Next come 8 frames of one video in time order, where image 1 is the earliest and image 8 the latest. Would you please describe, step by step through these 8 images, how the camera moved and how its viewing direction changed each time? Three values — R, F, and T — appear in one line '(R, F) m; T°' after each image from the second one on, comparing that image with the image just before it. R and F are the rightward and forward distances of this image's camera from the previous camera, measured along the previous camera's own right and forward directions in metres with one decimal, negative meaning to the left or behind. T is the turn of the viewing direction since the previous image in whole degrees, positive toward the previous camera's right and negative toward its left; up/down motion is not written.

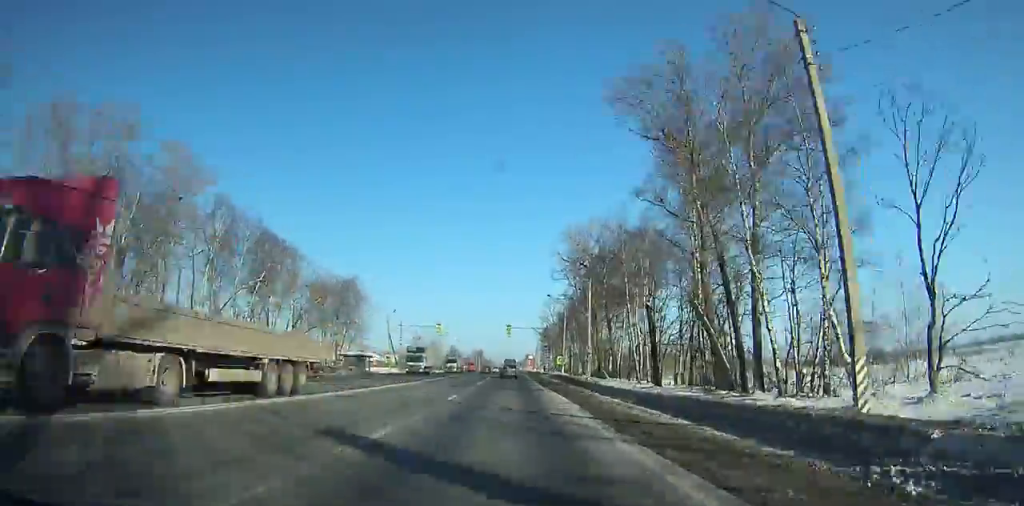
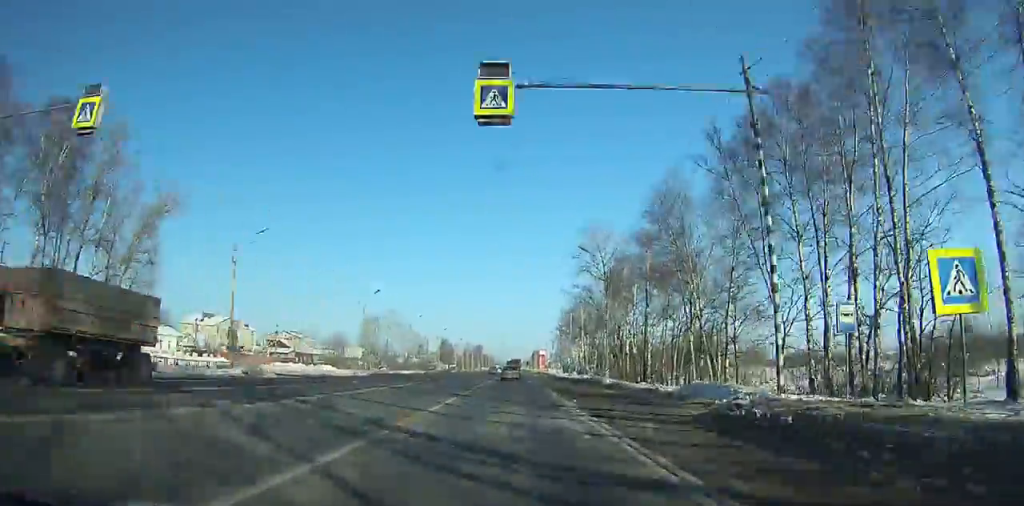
(-2.3, +98.0) m; -2°
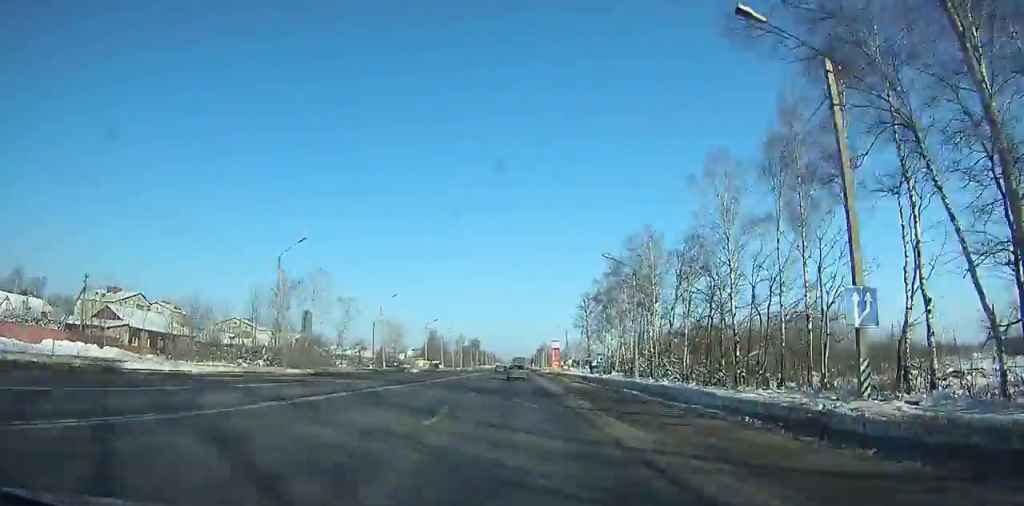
(+1.0, +68.7) m; +5°
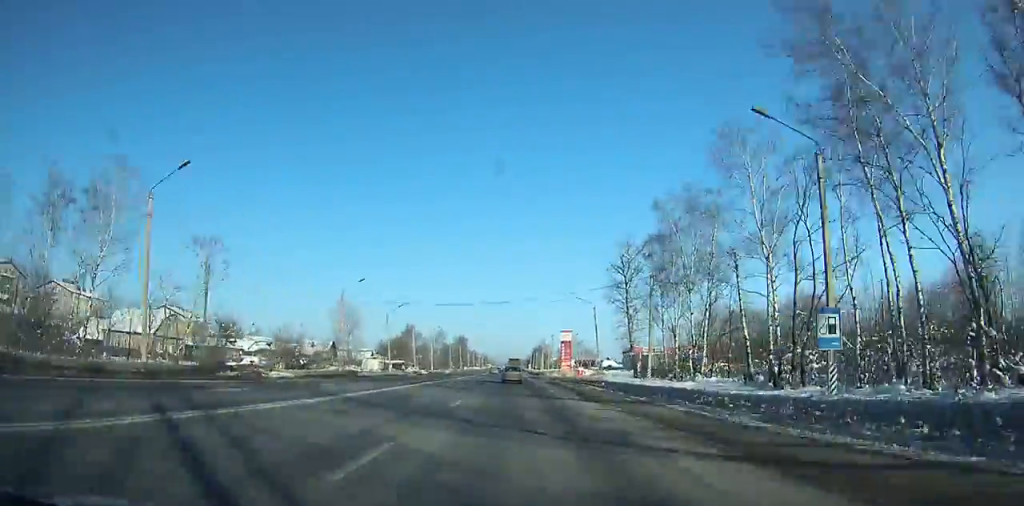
(+4.0, +52.7) m; -3°
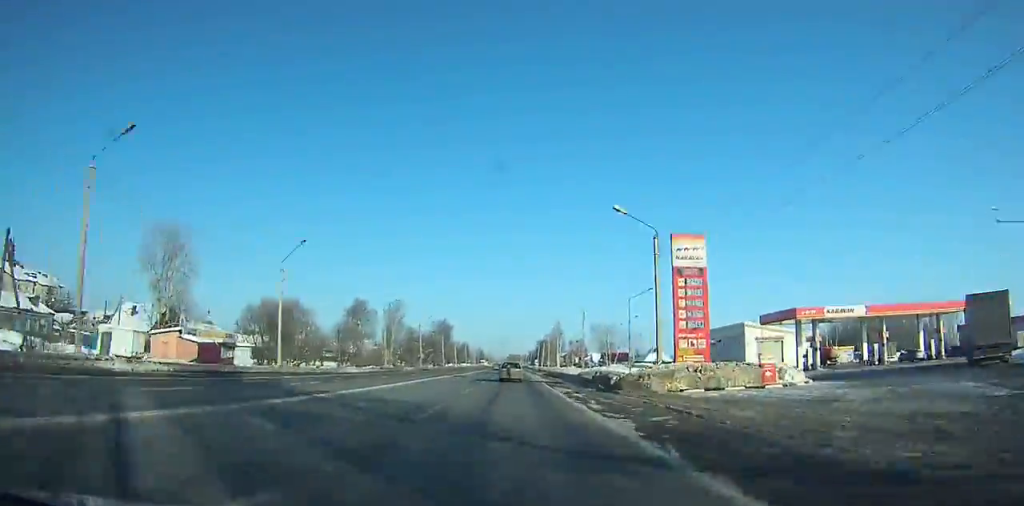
(-9.5, +86.4) m; -5°
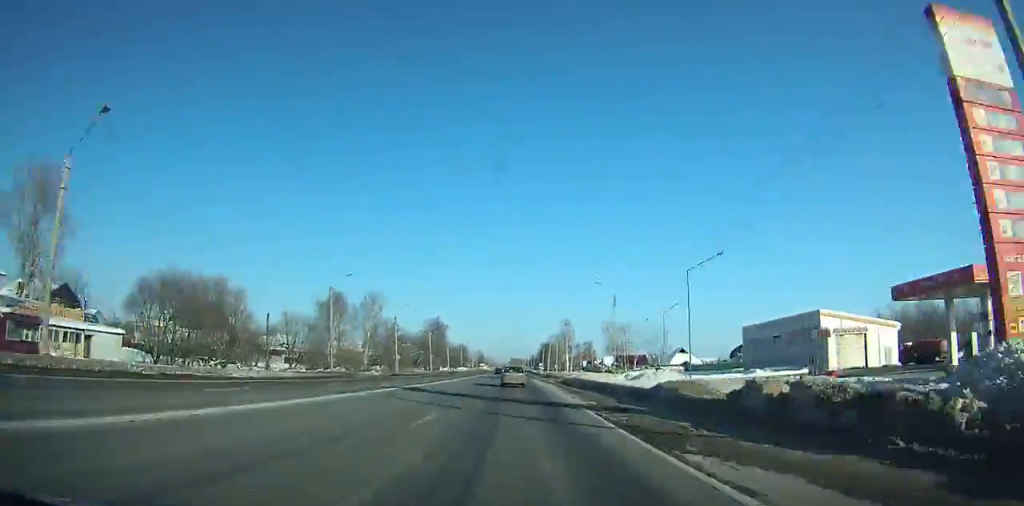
(+1.6, +25.1) m; +2°
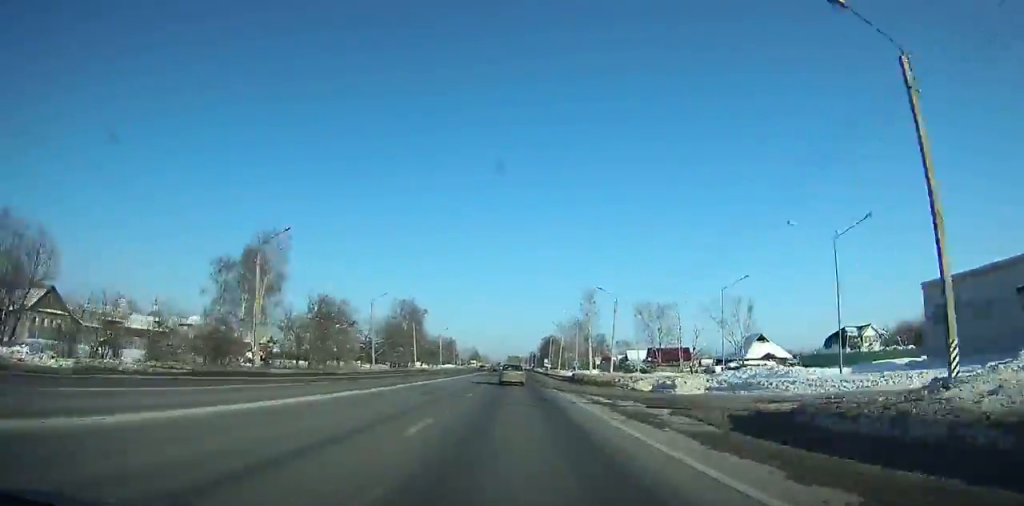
(+1.7, +49.2) m; +2°
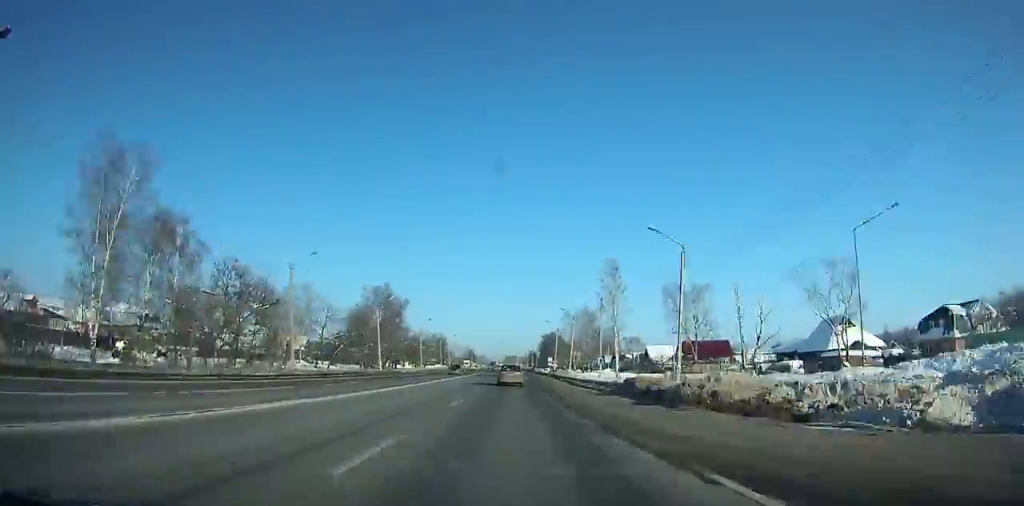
(+0.1, +27.7) m; 0°
